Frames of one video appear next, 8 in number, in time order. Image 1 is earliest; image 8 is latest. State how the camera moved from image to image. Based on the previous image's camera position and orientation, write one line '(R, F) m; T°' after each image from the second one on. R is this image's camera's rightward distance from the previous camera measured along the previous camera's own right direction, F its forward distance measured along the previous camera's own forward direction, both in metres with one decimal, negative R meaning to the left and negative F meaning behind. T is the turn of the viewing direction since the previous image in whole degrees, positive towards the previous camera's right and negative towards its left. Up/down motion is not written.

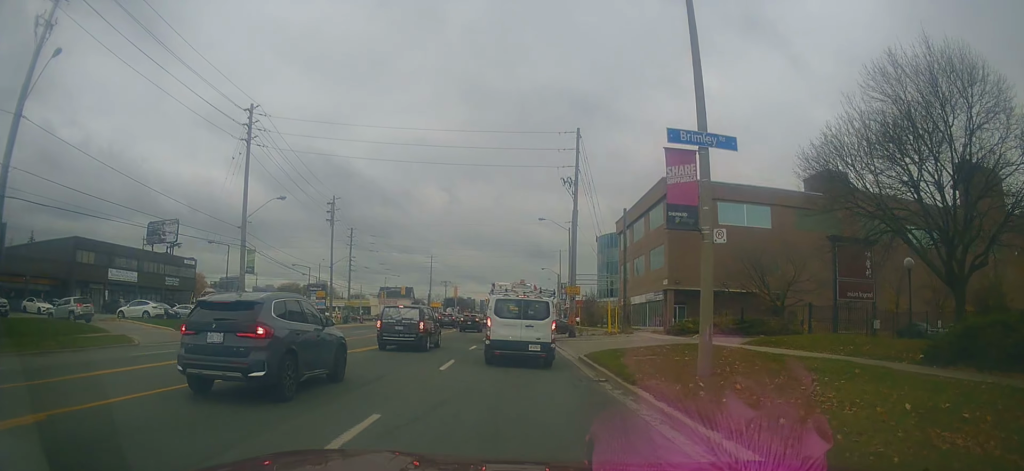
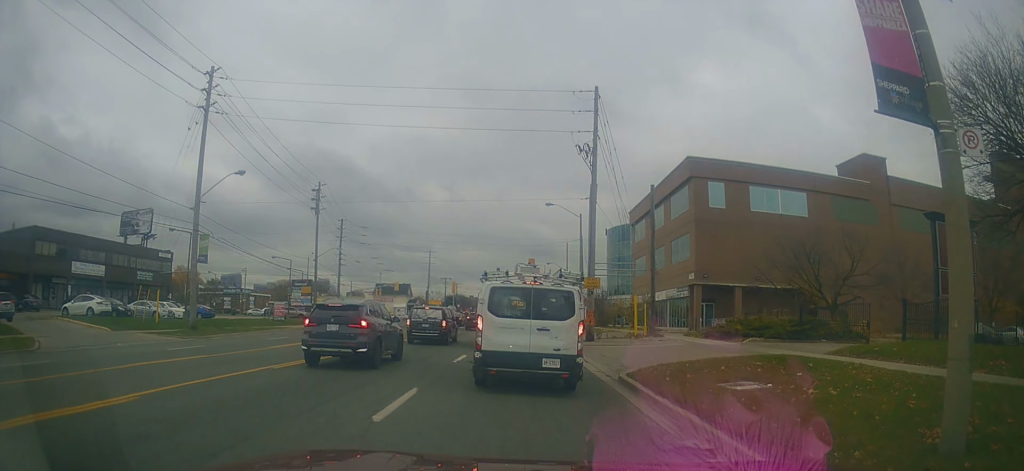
(-0.3, +7.9) m; -4°
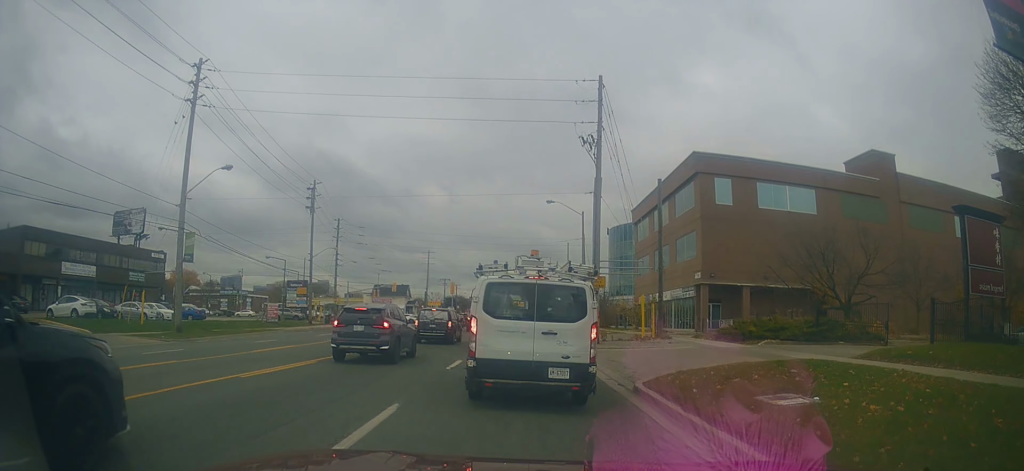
(+0.5, +1.9) m; +3°
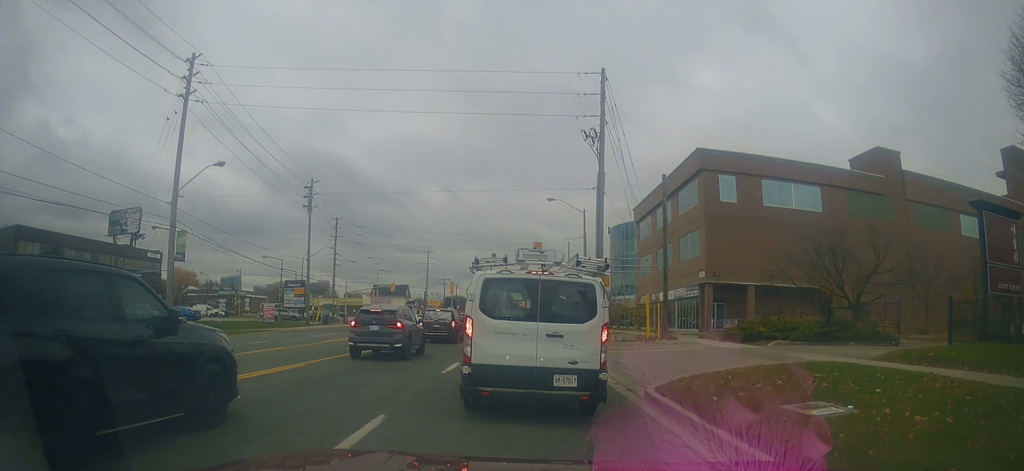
(+0.1, +1.2) m; +2°
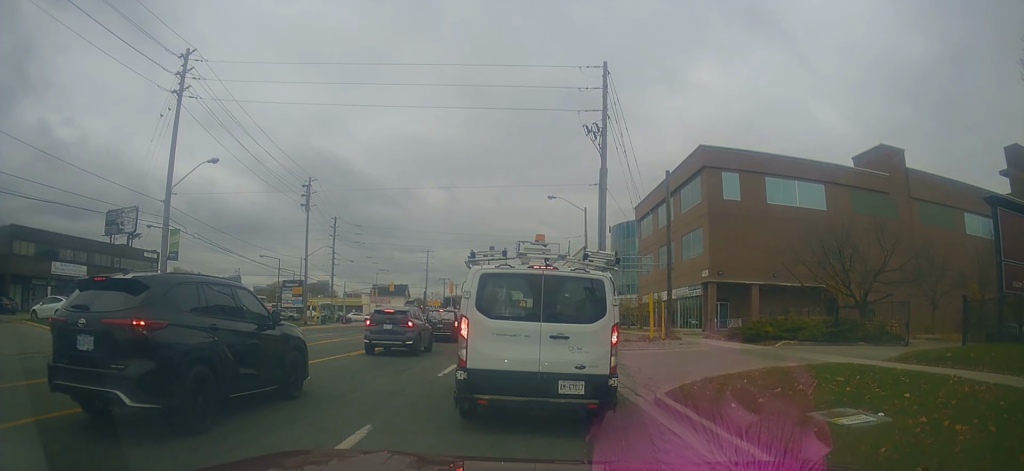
(-0.3, +1.0) m; 0°
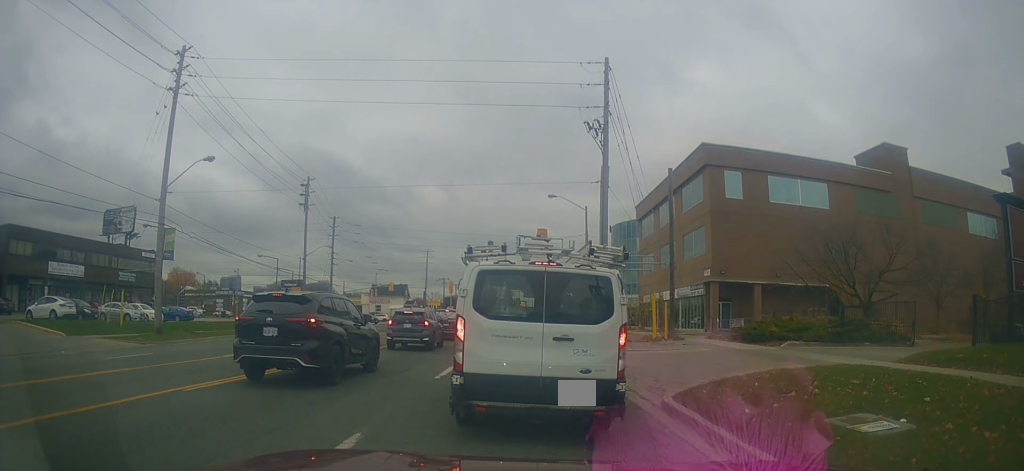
(+0.1, +1.0) m; 0°
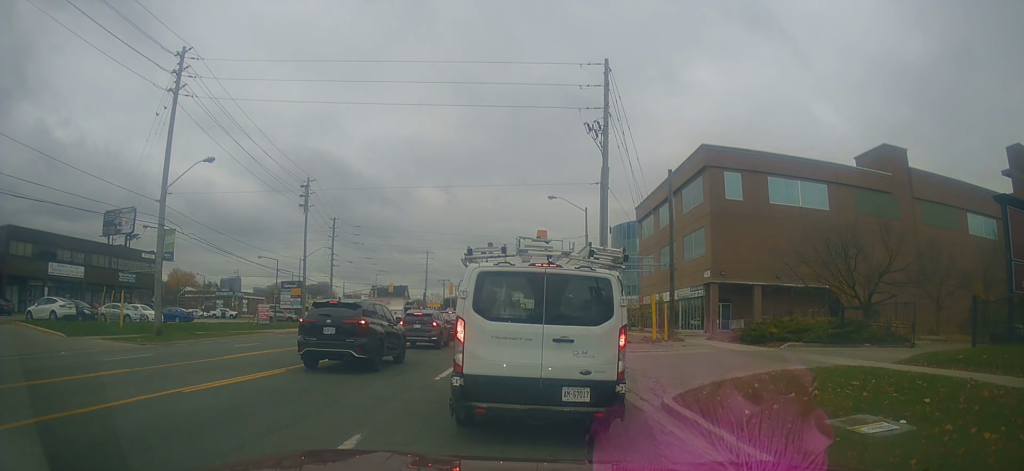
(-0.2, +0.1) m; 0°
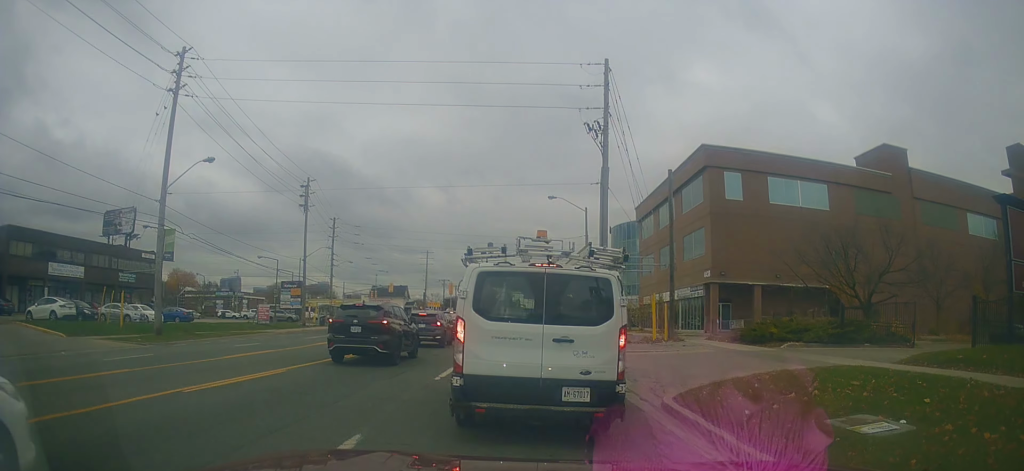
(0.0, 0.0) m; 0°
